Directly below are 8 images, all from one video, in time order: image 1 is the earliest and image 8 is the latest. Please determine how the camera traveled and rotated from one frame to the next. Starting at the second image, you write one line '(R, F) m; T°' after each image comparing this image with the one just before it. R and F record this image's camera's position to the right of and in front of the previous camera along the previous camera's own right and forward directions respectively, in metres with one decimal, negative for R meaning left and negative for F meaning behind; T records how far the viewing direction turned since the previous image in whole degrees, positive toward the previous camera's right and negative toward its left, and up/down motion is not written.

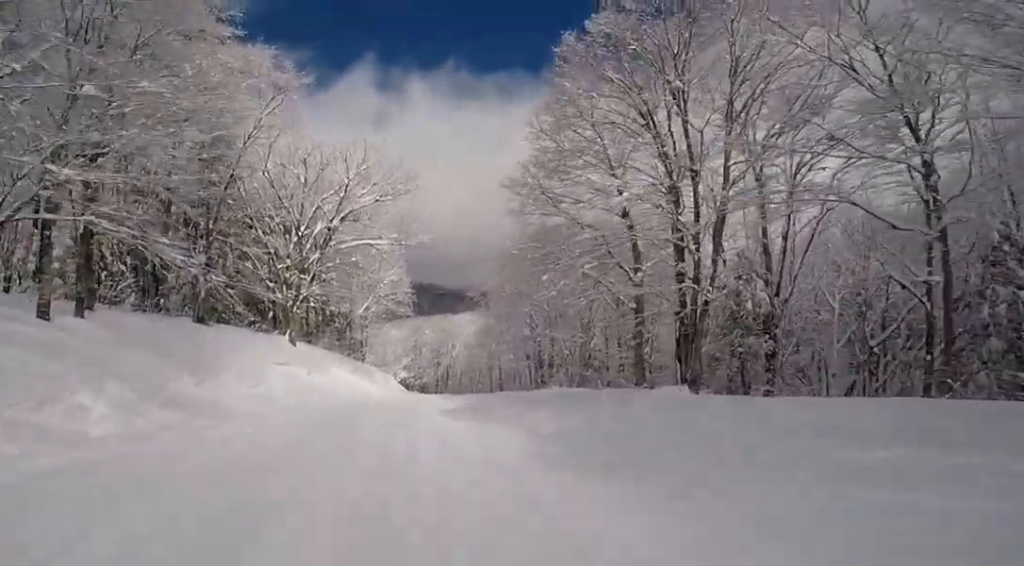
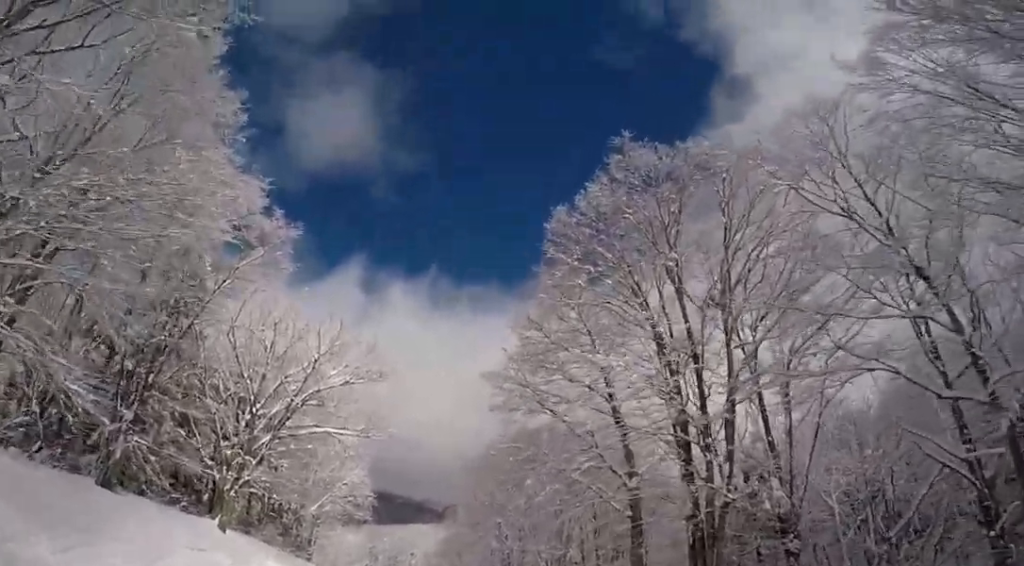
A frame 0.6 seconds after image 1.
(-0.2, +3.4) m; -3°
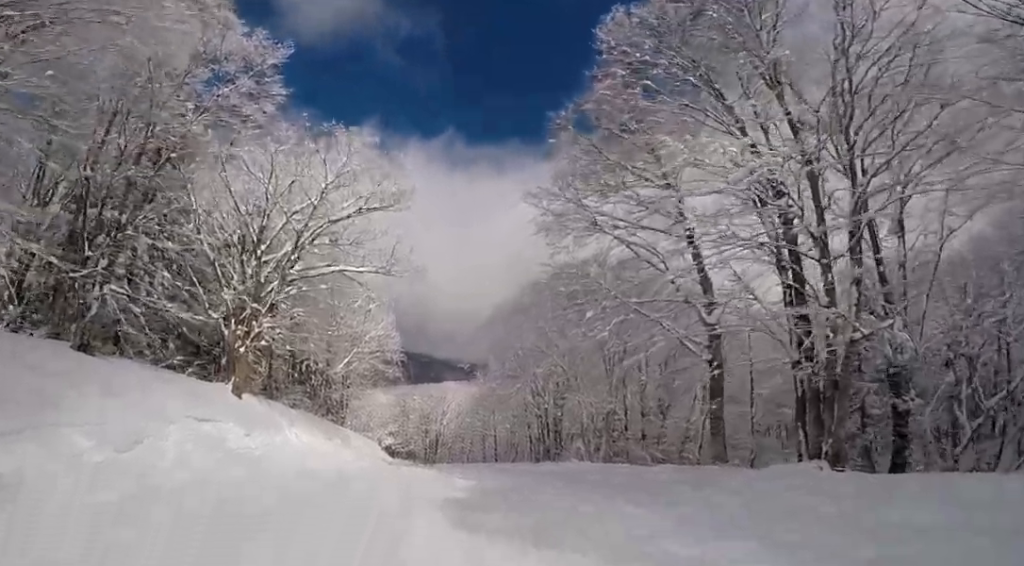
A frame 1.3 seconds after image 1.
(0.0, +4.0) m; +4°
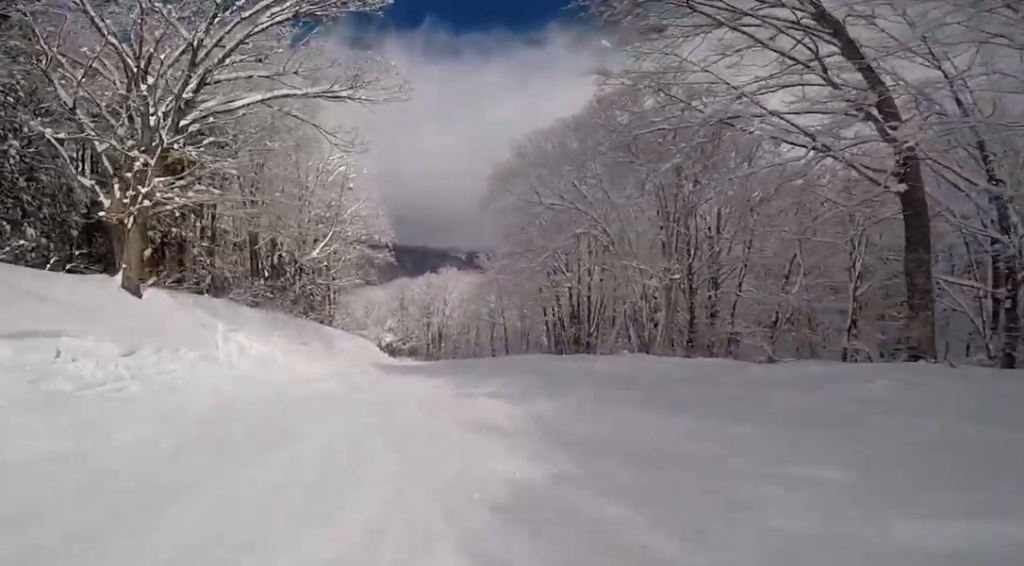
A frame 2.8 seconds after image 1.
(+0.5, +7.9) m; +1°
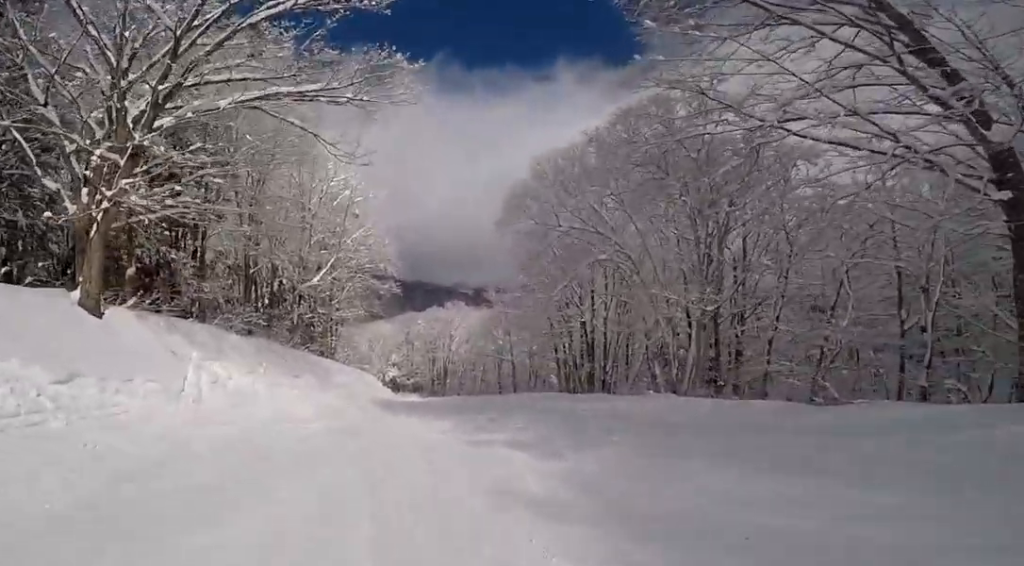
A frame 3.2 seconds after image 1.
(-0.2, +2.4) m; 0°
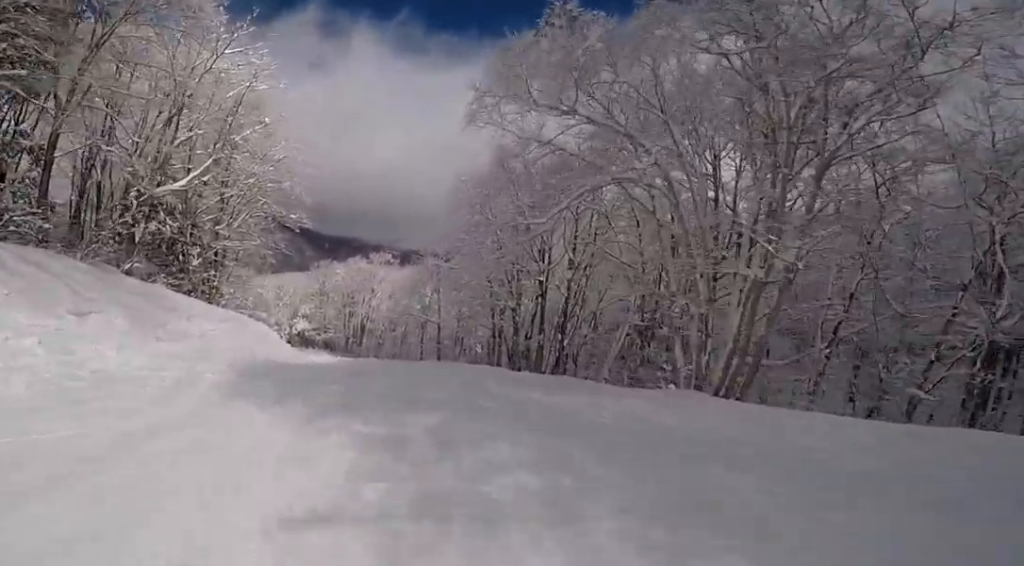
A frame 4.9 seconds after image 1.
(+0.5, +9.8) m; +7°
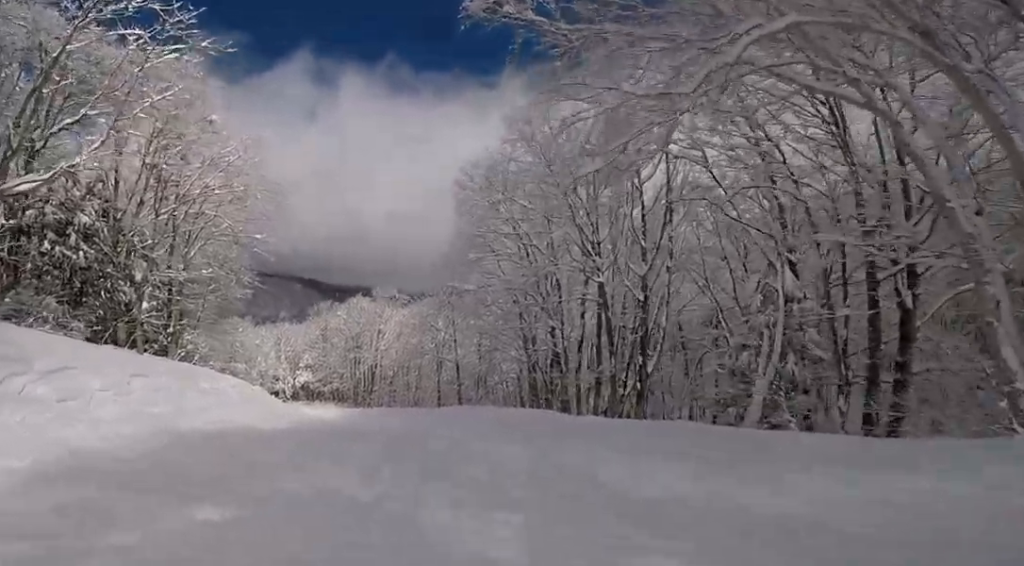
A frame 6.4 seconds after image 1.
(+0.7, +9.3) m; +8°
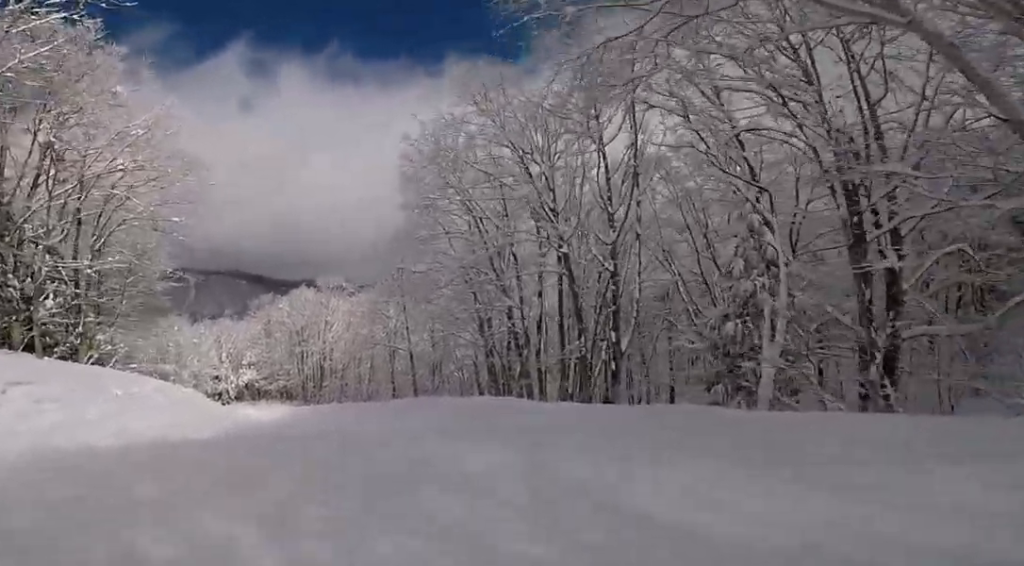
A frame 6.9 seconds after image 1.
(0.0, +2.8) m; -1°
